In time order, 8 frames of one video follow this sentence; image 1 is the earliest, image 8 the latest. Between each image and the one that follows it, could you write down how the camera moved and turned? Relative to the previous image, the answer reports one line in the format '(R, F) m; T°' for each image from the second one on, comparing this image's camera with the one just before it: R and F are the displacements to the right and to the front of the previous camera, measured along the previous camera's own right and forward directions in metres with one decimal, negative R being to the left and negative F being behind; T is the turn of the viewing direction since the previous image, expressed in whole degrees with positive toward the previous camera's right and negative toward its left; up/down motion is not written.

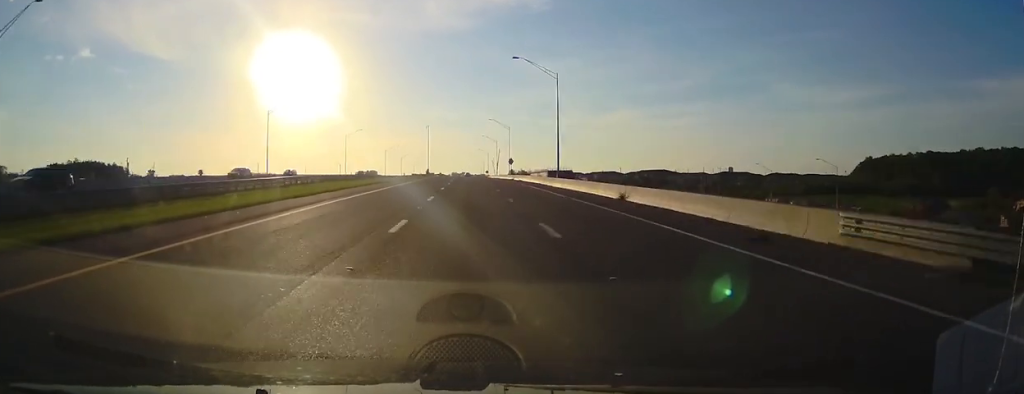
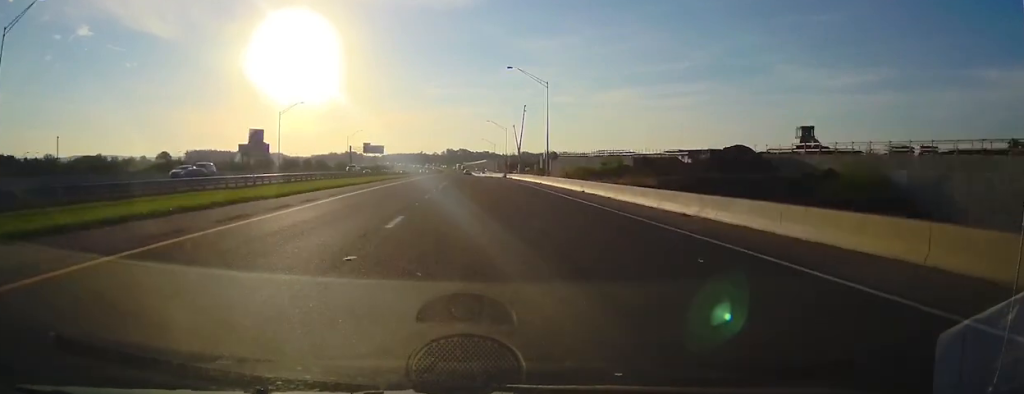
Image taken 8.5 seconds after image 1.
(+4.7, +273.3) m; +1°
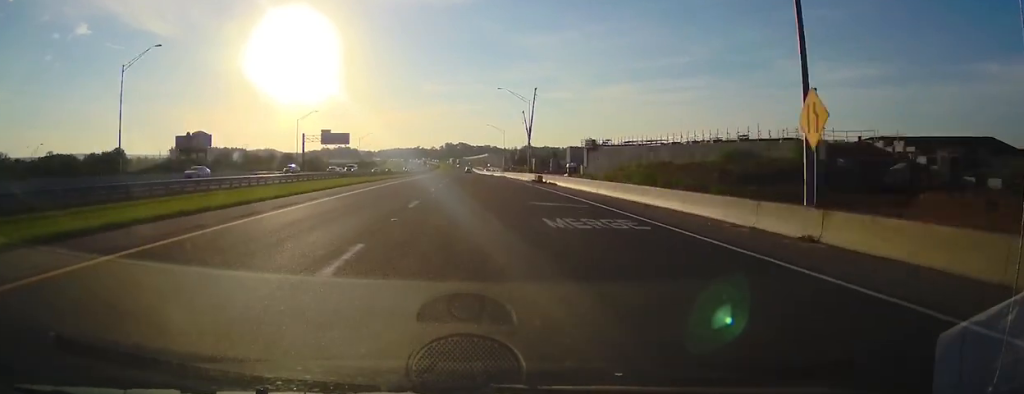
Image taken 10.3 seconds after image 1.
(0.0, +54.9) m; 0°
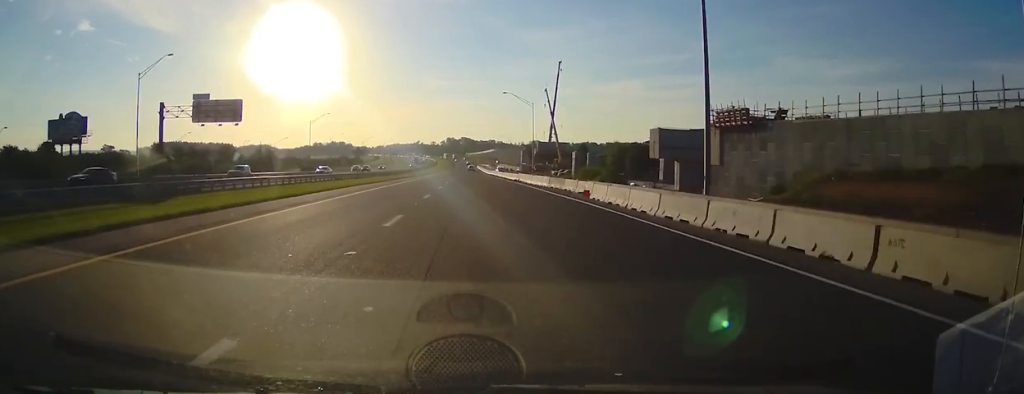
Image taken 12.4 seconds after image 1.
(-0.5, +67.2) m; 0°
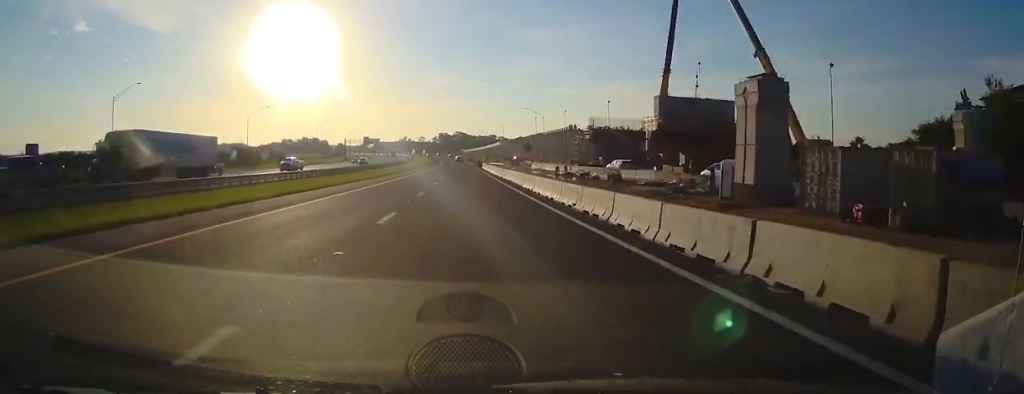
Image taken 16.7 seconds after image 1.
(-0.4, +134.7) m; -1°
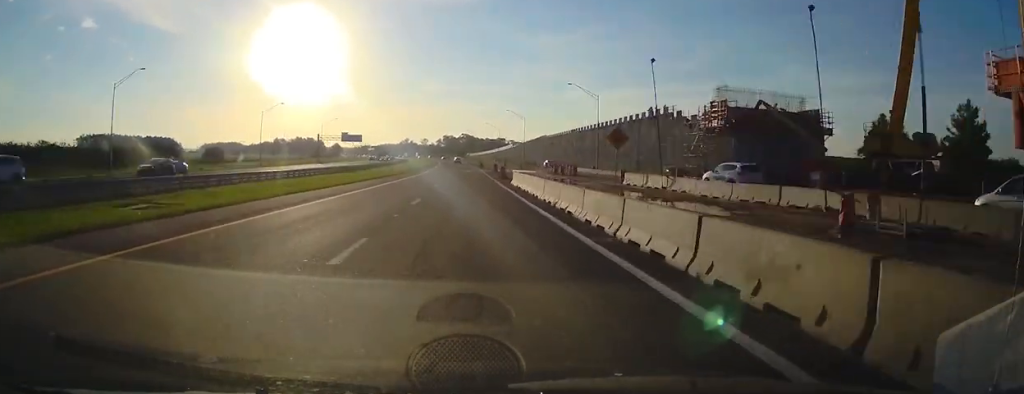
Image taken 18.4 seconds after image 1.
(-0.2, +54.8) m; -1°
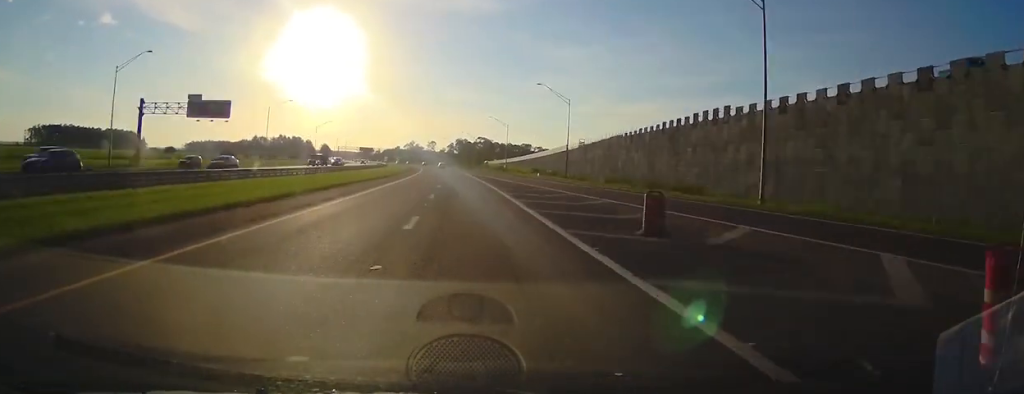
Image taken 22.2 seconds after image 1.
(-2.1, +118.5) m; -3°
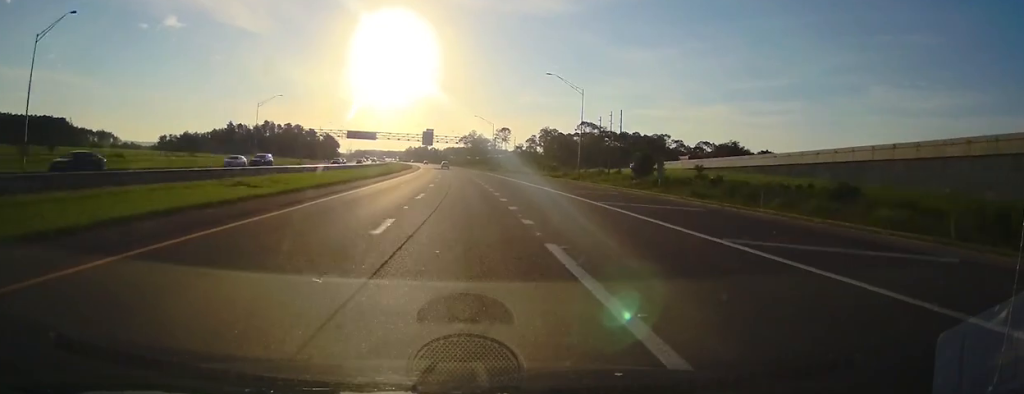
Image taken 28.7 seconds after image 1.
(-12.7, +207.9) m; -7°
